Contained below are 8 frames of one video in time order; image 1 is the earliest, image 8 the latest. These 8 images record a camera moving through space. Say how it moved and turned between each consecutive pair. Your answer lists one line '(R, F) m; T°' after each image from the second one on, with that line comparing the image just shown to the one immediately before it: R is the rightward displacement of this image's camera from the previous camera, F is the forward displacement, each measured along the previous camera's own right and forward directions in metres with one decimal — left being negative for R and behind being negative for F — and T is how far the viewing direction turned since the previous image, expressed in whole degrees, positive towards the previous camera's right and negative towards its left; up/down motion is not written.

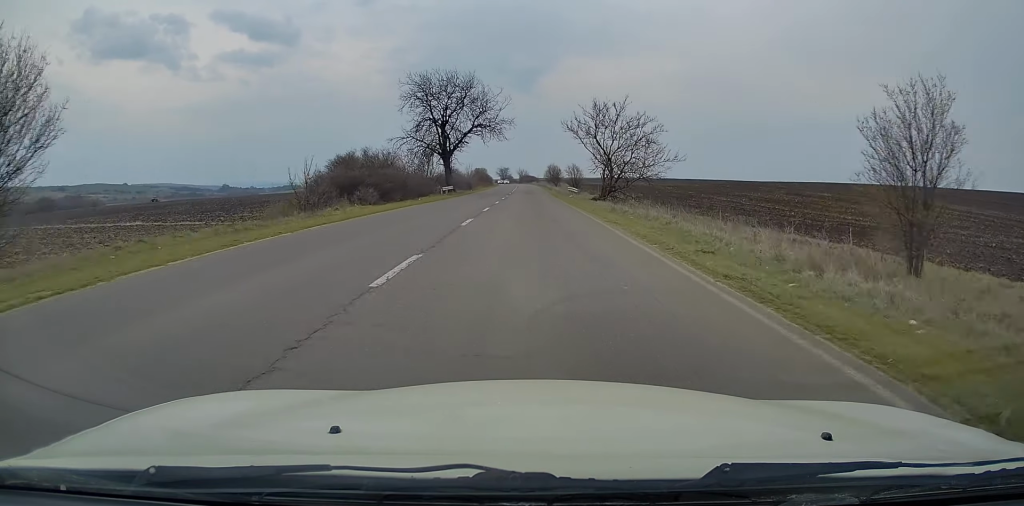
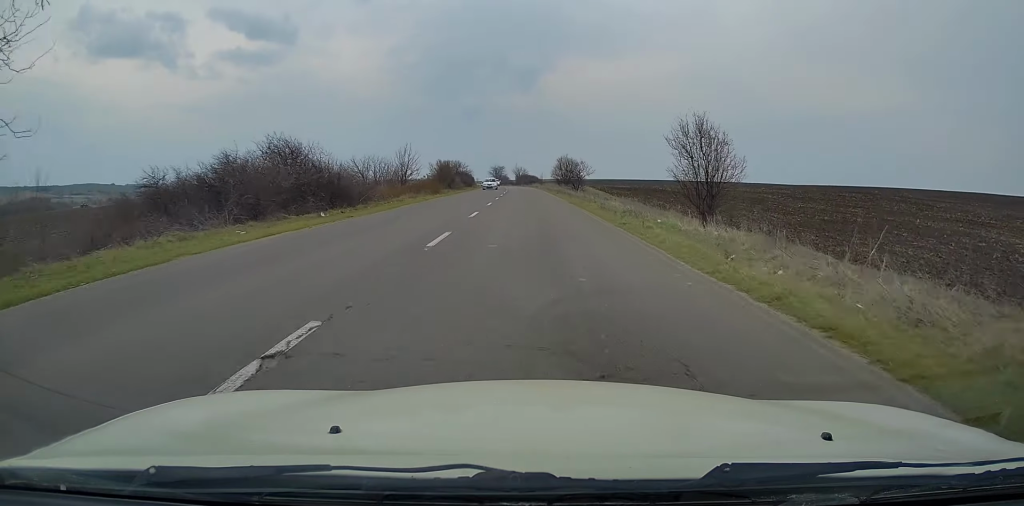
(0.0, +61.2) m; 0°
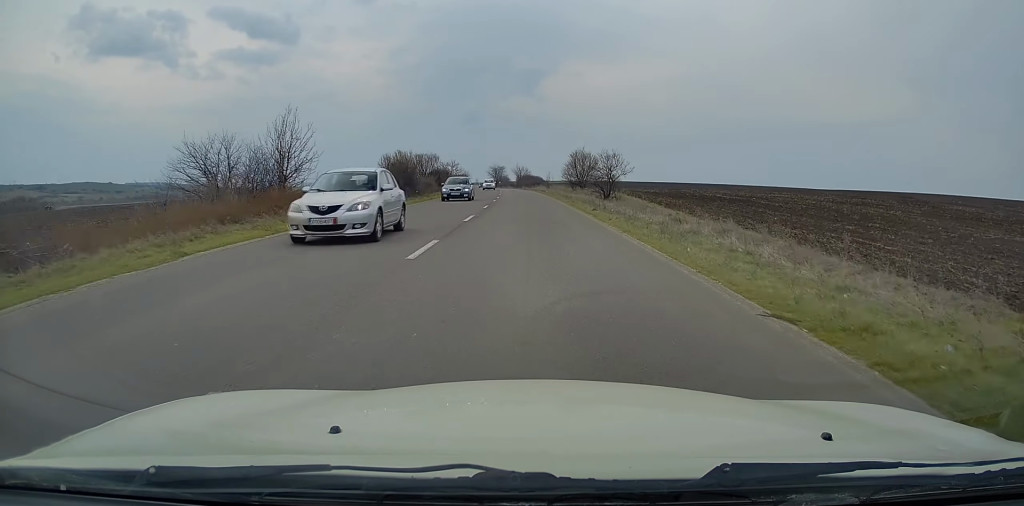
(0.0, +29.1) m; 0°
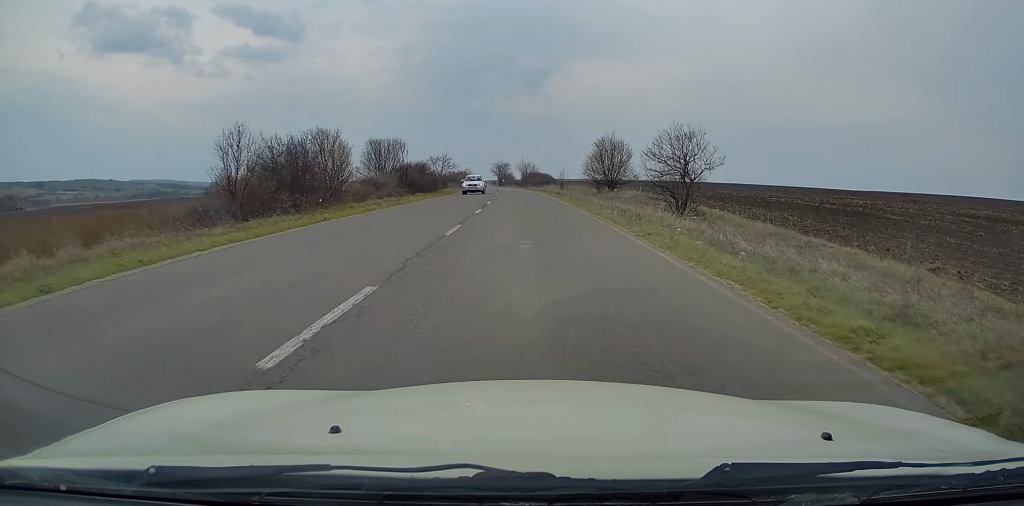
(-0.1, +24.1) m; 0°
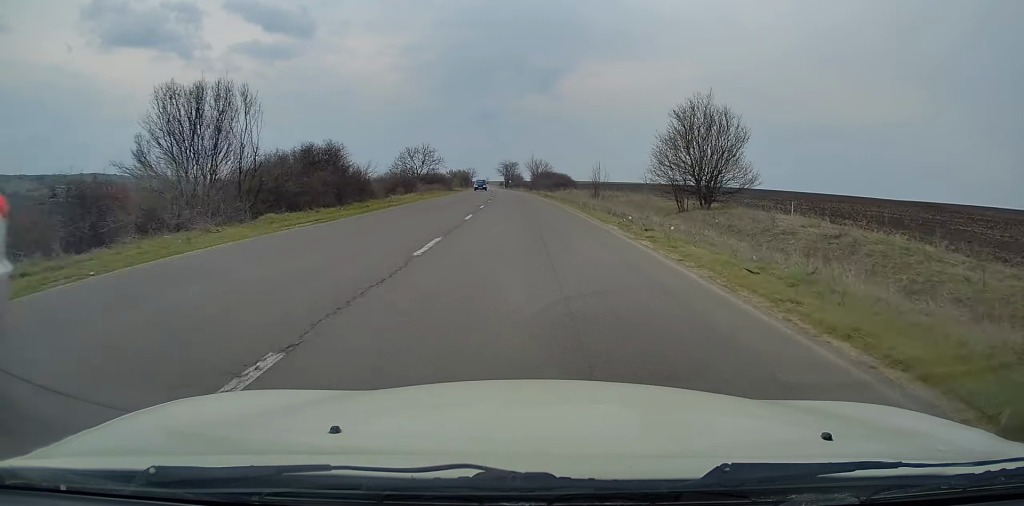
(-0.1, +30.6) m; -1°
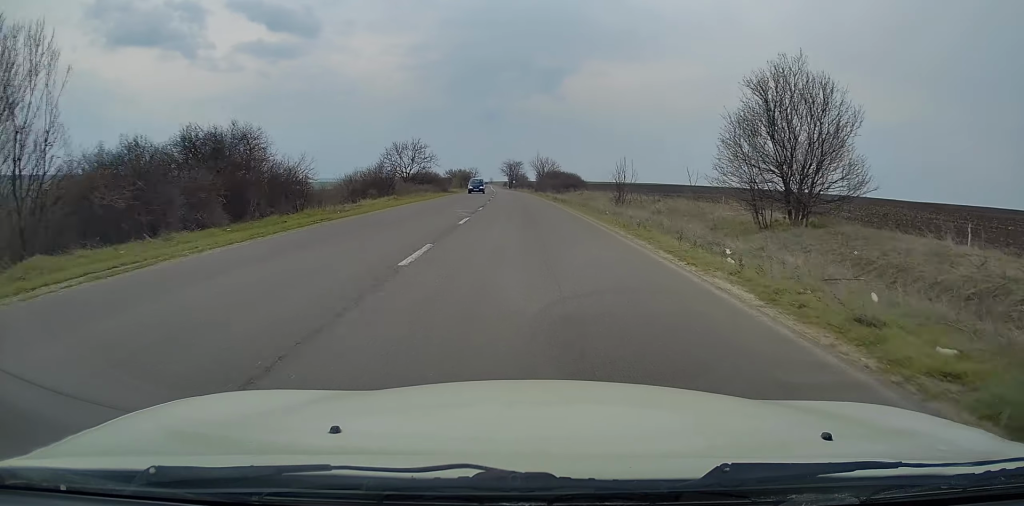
(0.0, +10.7) m; -1°
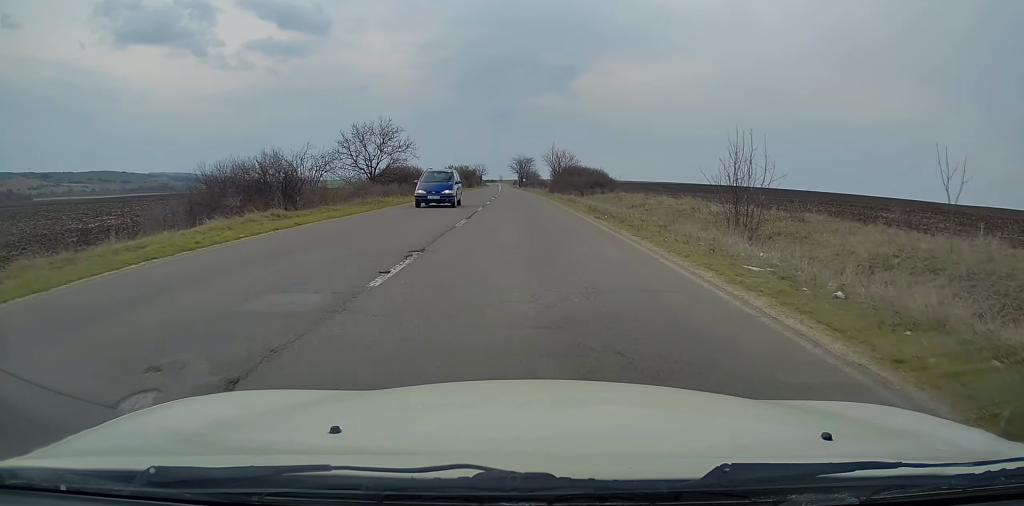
(-0.3, +20.7) m; -1°
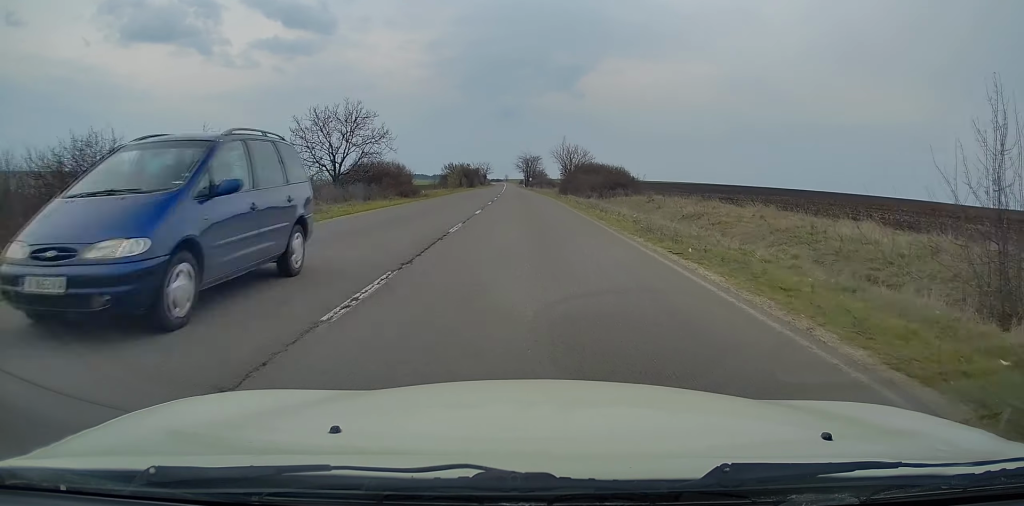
(0.0, +11.6) m; 0°
